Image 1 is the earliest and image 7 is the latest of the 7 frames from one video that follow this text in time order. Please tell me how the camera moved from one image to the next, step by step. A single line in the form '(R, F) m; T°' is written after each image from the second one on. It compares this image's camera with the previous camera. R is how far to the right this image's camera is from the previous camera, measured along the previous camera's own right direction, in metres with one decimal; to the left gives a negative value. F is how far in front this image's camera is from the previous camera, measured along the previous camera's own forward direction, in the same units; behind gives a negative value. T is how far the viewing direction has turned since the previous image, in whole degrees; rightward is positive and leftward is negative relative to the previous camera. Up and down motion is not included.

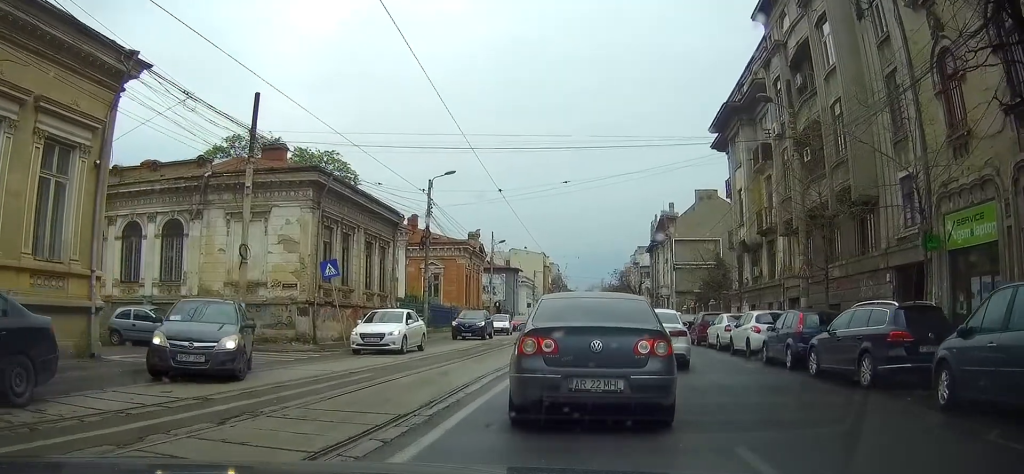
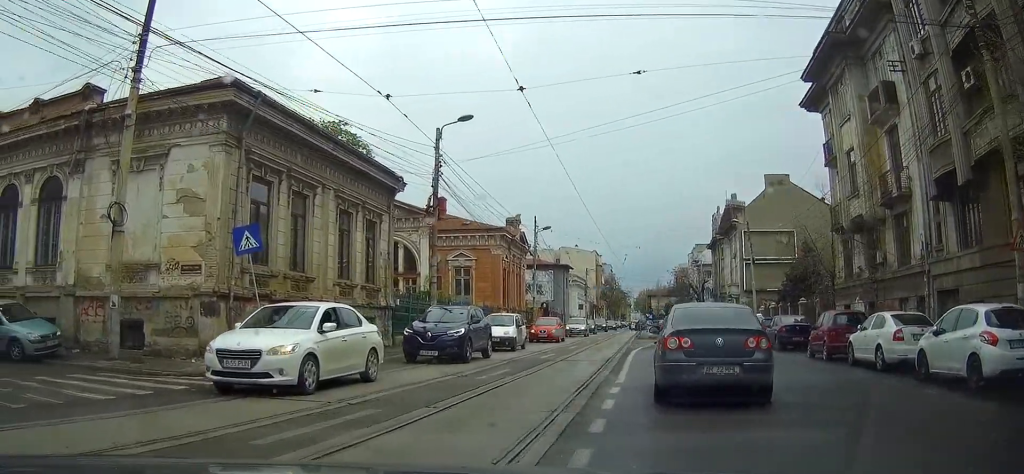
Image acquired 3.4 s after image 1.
(+2.1, +10.0) m; -1°
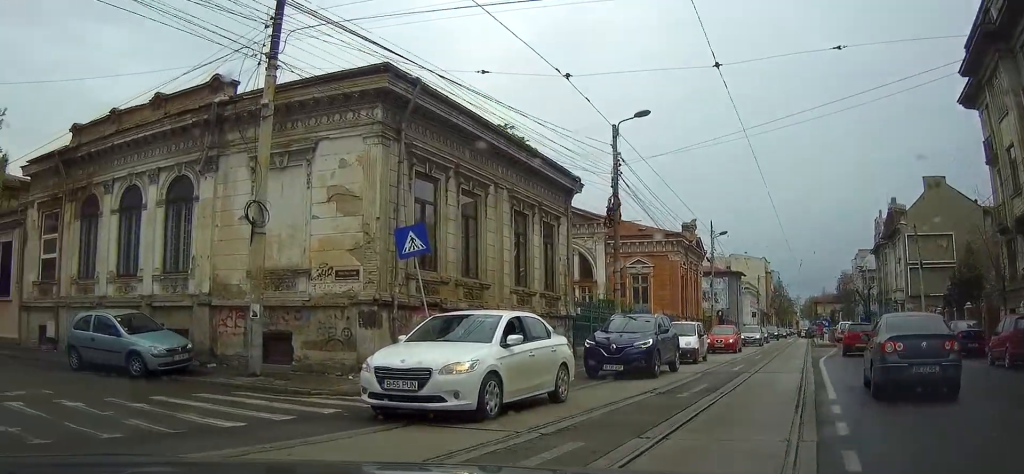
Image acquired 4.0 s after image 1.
(-0.2, +2.0) m; -14°
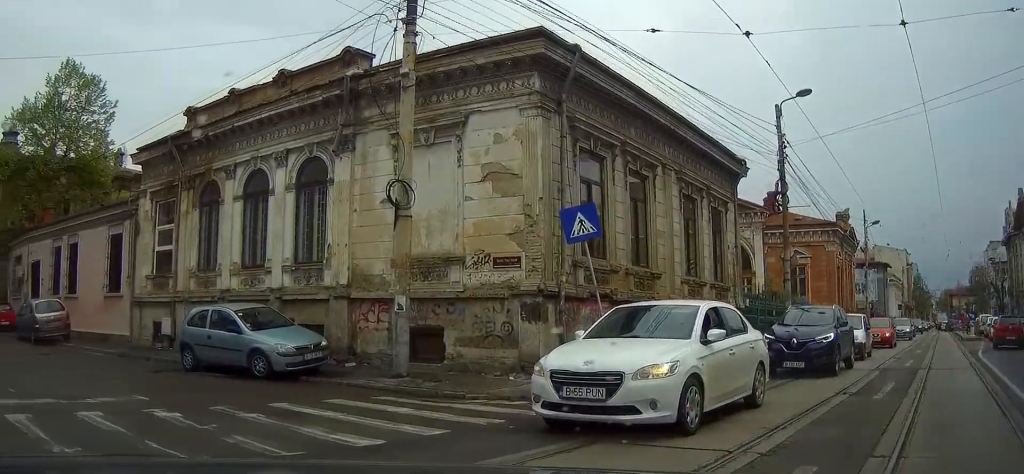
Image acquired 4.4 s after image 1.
(-0.3, +1.6) m; -8°
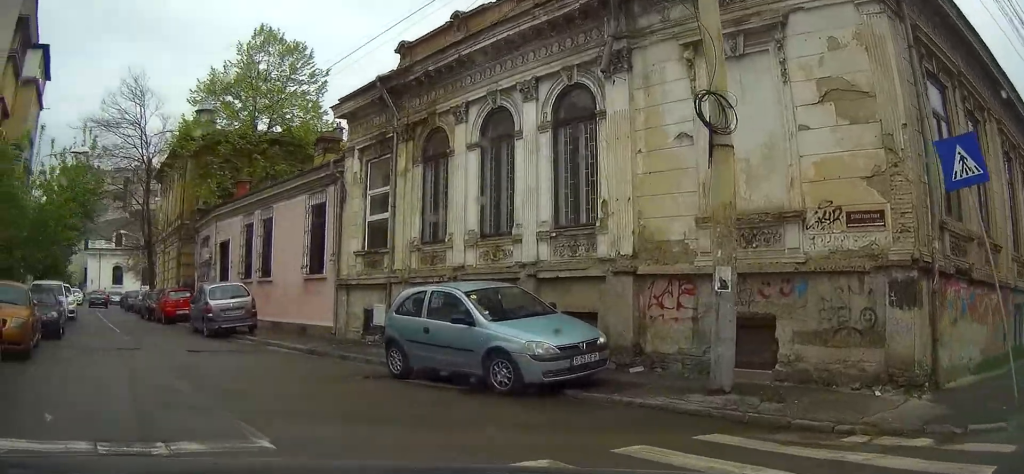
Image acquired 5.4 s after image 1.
(-0.6, +3.9) m; -15°
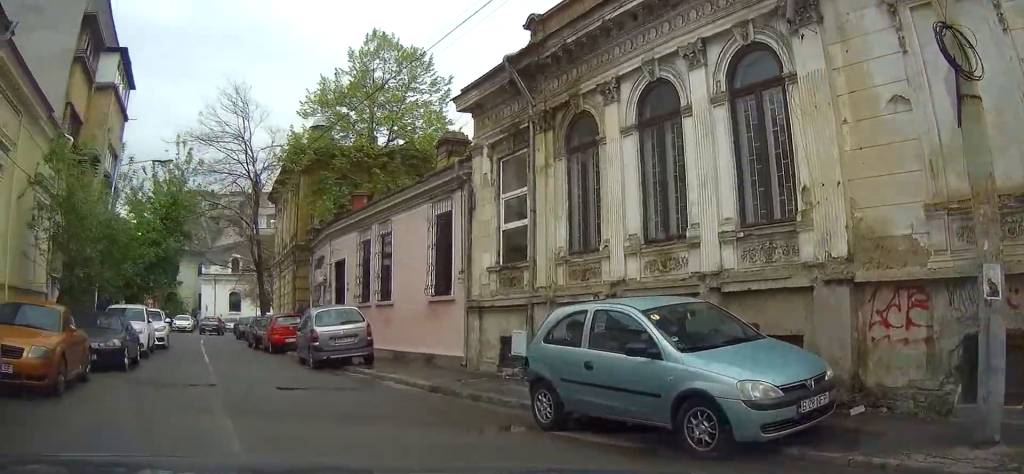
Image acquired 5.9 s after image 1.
(-0.1, +2.5) m; -7°
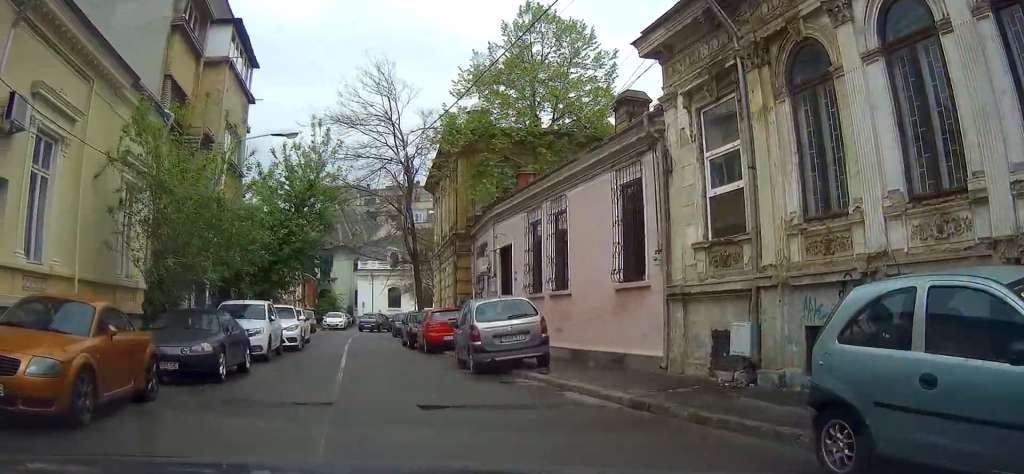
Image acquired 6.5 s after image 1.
(-0.2, +2.8) m; -7°
